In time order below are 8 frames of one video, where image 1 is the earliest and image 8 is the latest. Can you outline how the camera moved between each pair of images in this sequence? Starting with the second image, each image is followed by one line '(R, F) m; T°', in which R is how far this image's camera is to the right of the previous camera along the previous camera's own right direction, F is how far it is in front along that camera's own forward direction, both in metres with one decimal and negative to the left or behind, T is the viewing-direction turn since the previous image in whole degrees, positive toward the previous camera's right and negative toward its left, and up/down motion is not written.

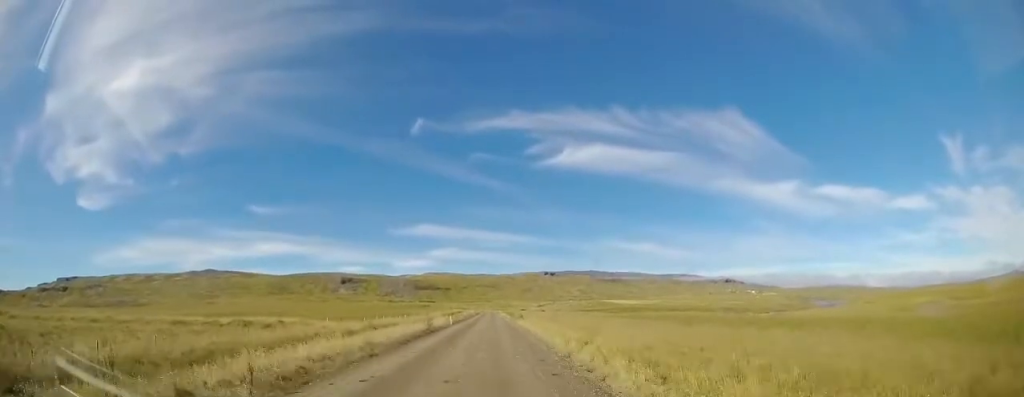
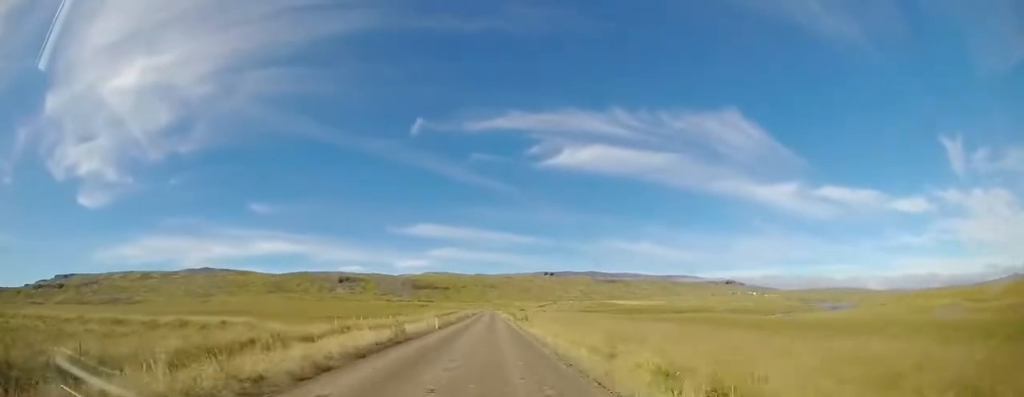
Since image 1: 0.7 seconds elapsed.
(0.0, +8.7) m; +1°
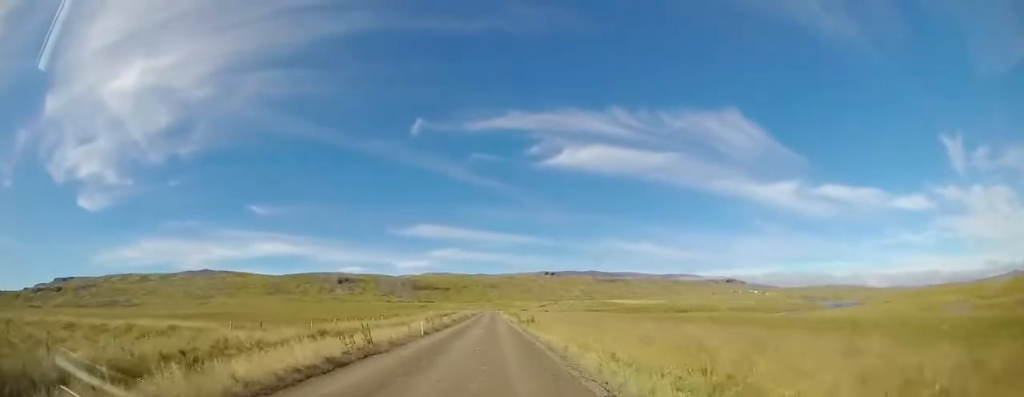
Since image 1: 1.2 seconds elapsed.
(-0.1, +5.8) m; +1°
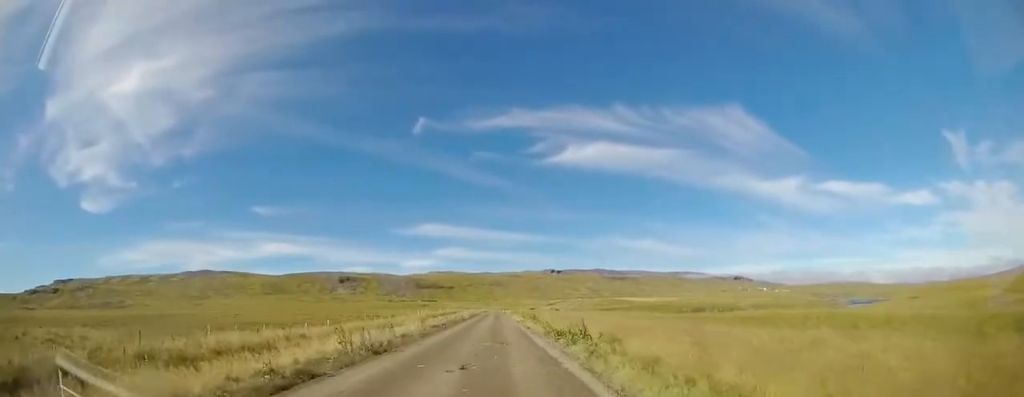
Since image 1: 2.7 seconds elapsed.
(+0.4, +19.5) m; -1°
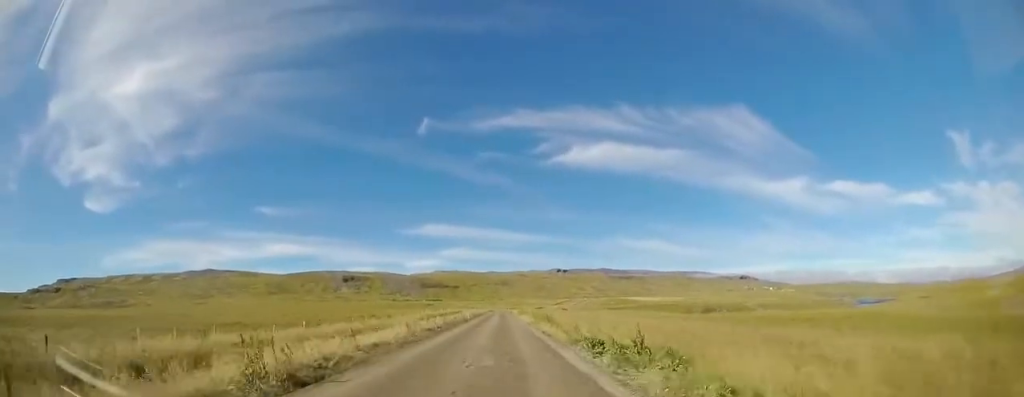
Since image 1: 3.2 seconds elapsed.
(-0.2, +5.8) m; -1°
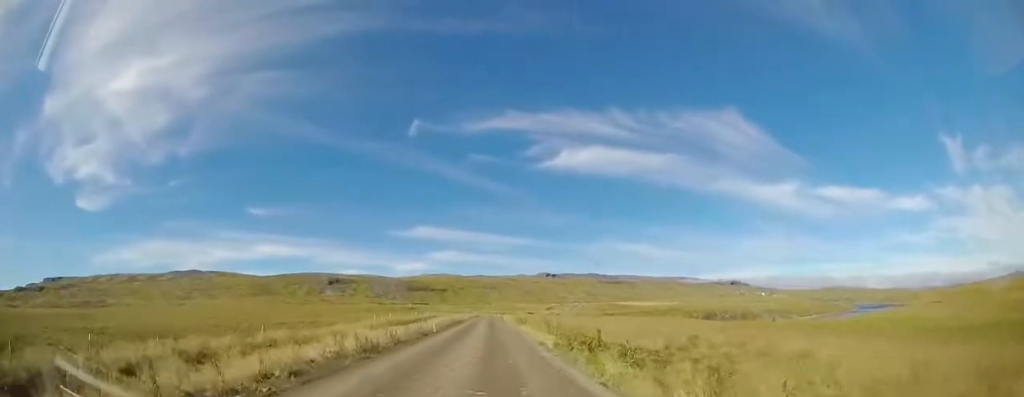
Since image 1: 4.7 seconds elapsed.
(-0.3, +18.6) m; 0°
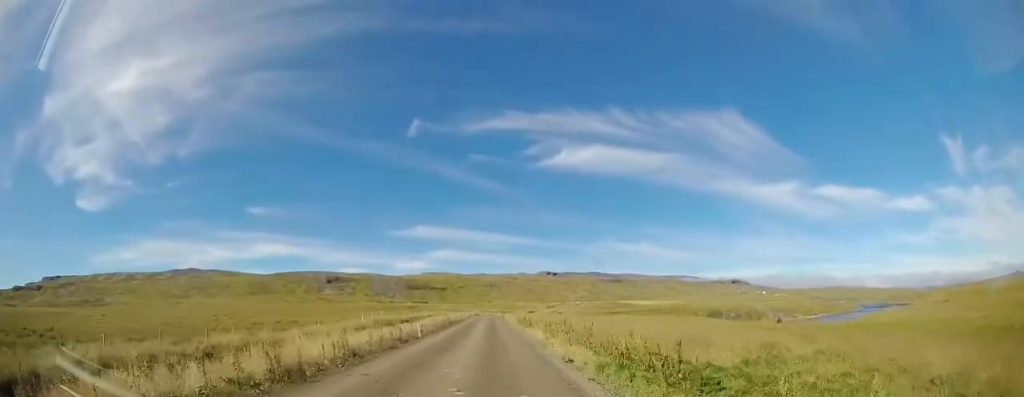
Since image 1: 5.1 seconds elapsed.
(-0.1, +6.0) m; +1°
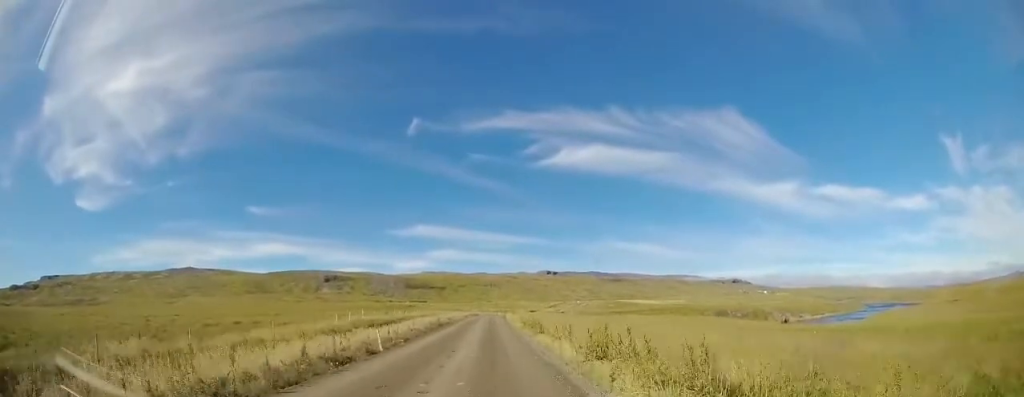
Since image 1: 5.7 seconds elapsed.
(+0.2, +7.7) m; +2°
